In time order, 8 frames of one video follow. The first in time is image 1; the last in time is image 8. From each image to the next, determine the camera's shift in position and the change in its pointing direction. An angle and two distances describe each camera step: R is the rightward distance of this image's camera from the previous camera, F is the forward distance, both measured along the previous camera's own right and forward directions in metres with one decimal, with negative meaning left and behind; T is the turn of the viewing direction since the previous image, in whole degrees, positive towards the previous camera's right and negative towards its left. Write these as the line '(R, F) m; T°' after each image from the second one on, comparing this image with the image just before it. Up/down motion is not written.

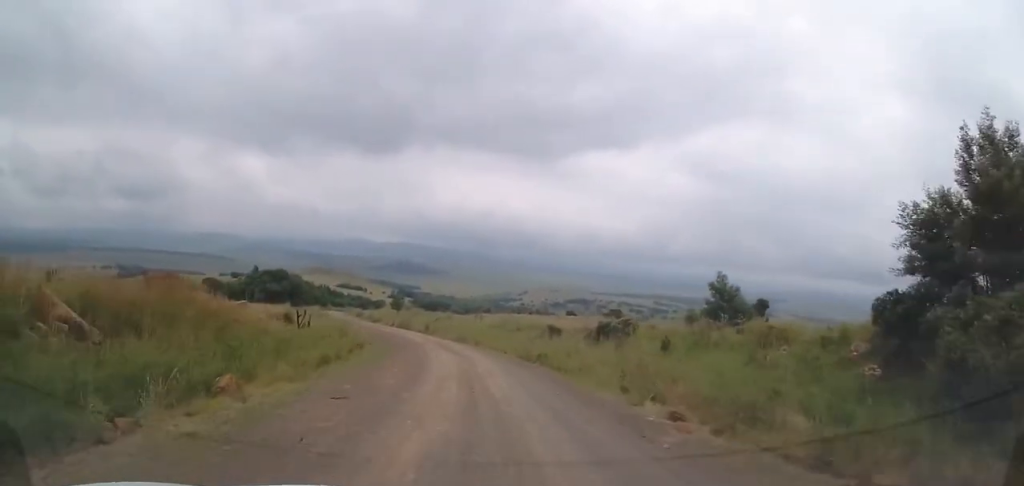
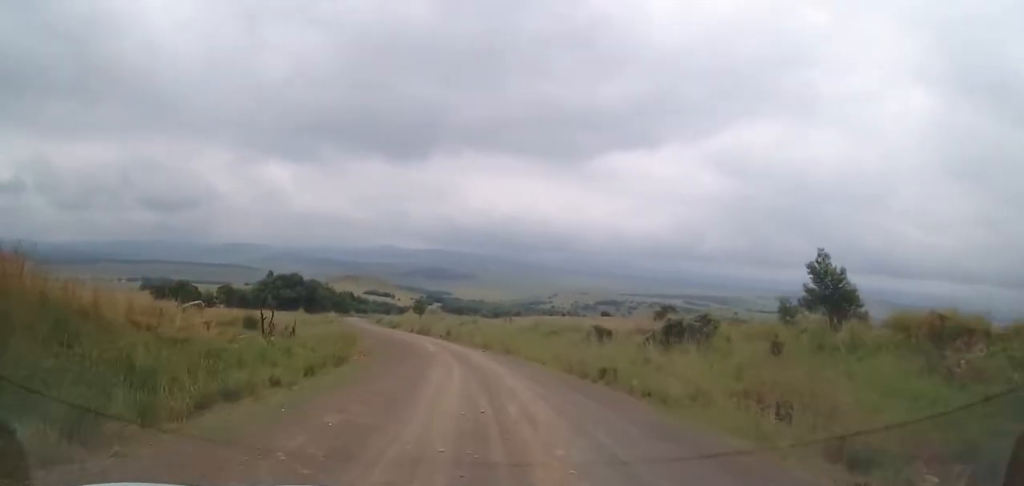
(-0.2, +9.8) m; -3°
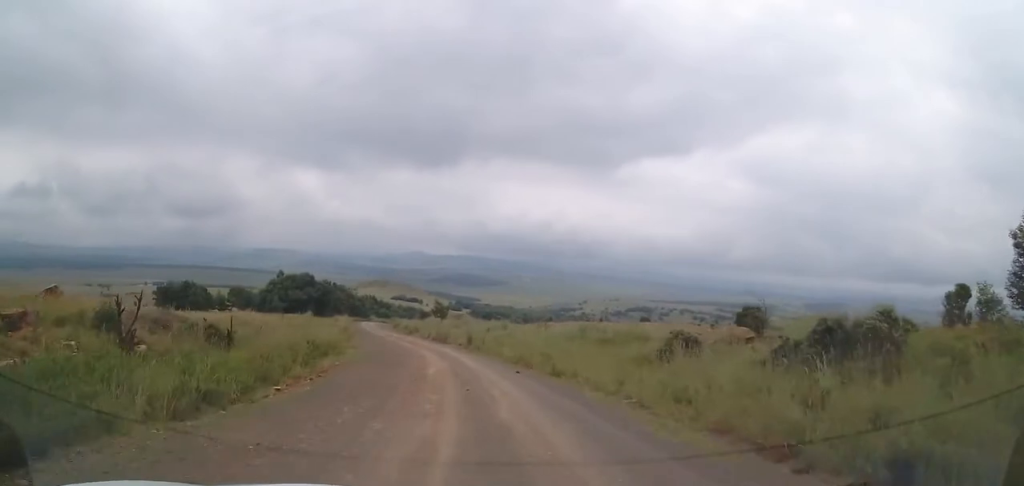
(-0.4, +13.0) m; -3°
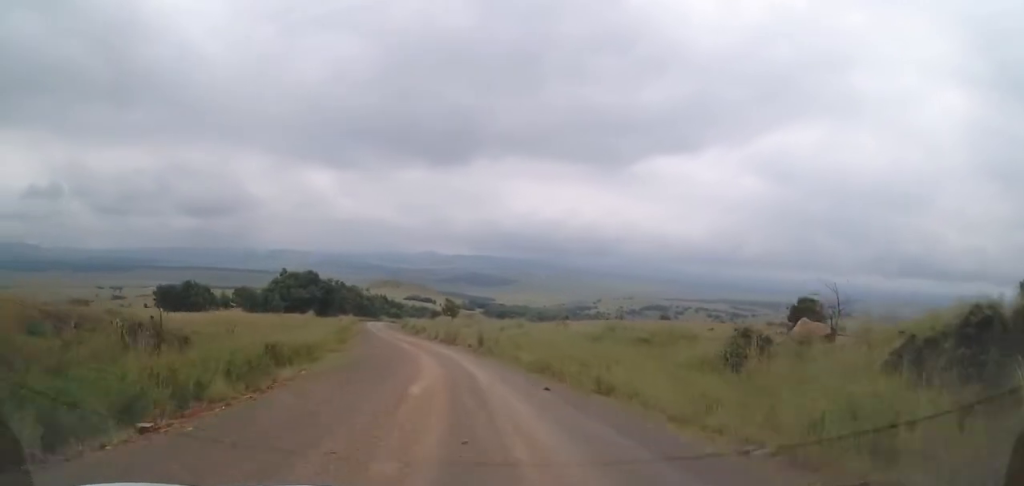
(-0.1, +6.8) m; -3°
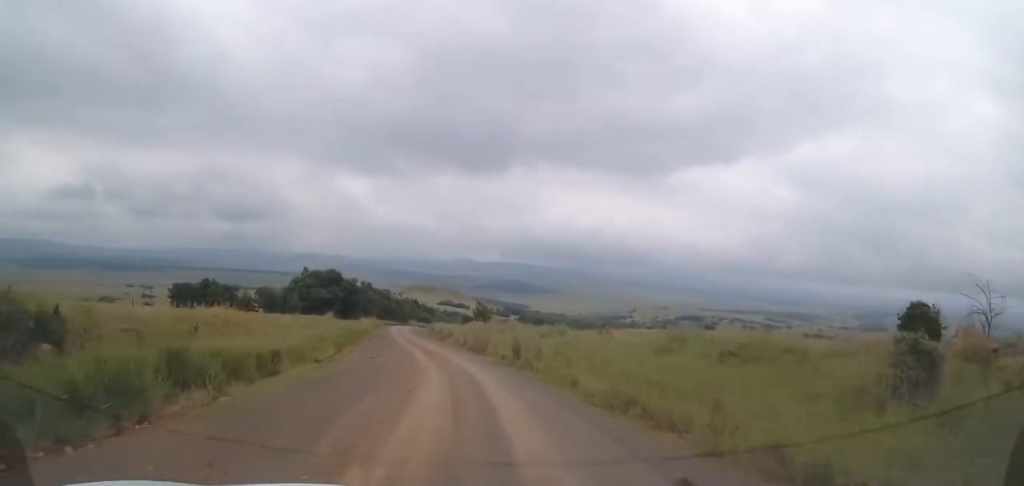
(-0.2, +8.7) m; -4°
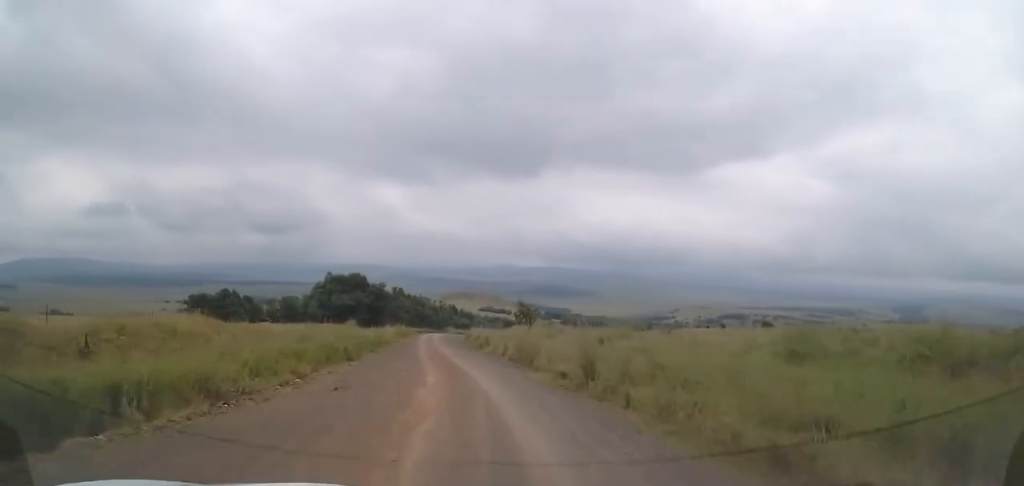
(-0.6, +11.2) m; -5°
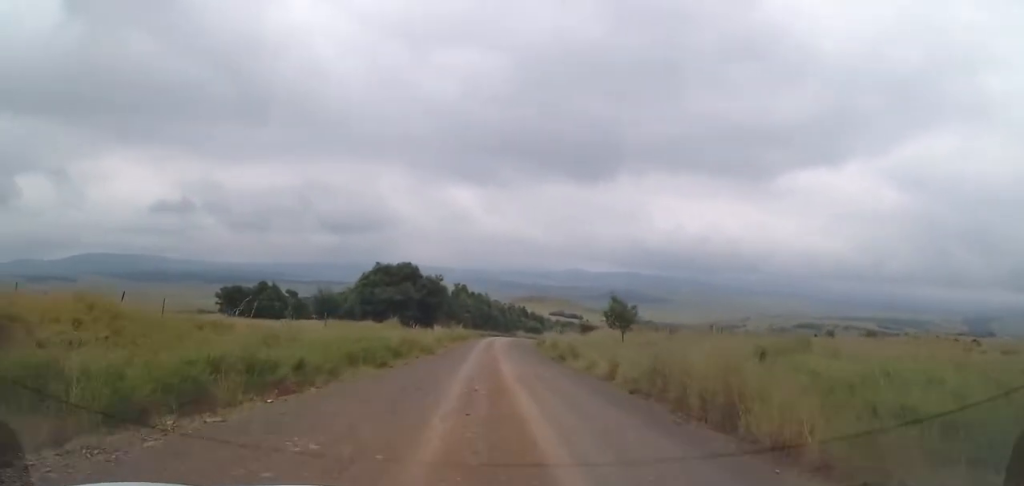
(-0.6, +17.5) m; -2°
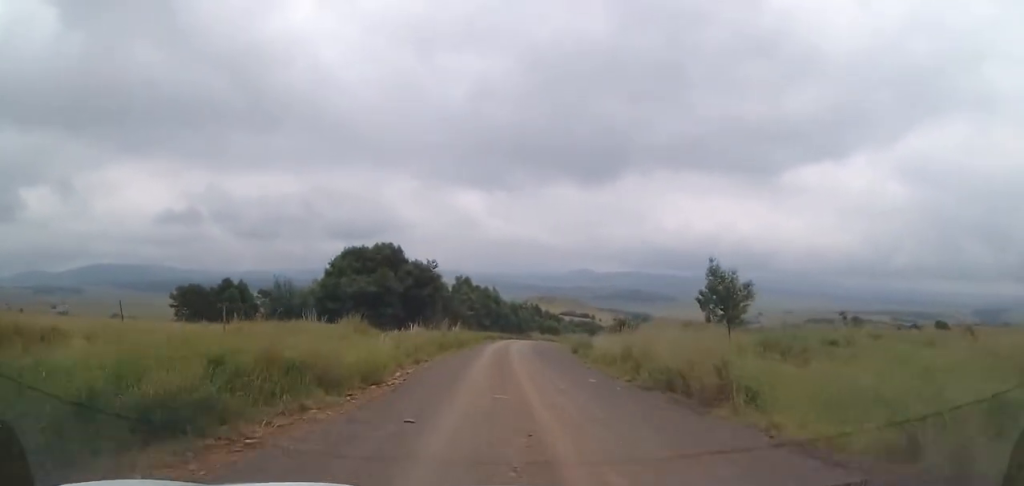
(-0.4, +21.9) m; -3°
